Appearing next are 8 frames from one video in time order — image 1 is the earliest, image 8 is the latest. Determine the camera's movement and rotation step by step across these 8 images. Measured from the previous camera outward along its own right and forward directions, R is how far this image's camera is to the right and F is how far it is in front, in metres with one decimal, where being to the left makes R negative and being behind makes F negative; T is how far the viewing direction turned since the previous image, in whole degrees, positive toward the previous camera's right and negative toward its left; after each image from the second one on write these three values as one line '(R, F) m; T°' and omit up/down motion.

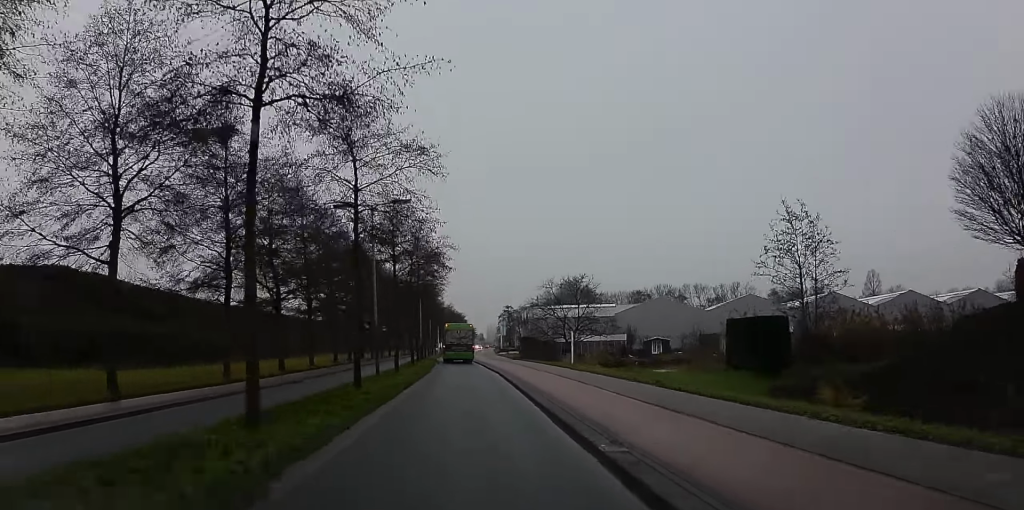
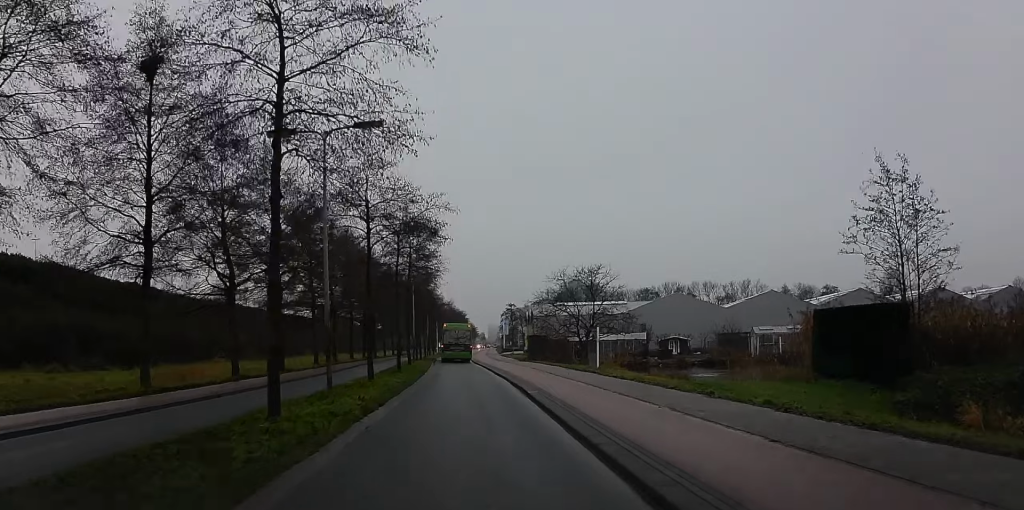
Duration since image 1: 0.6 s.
(-0.1, +9.0) m; 0°
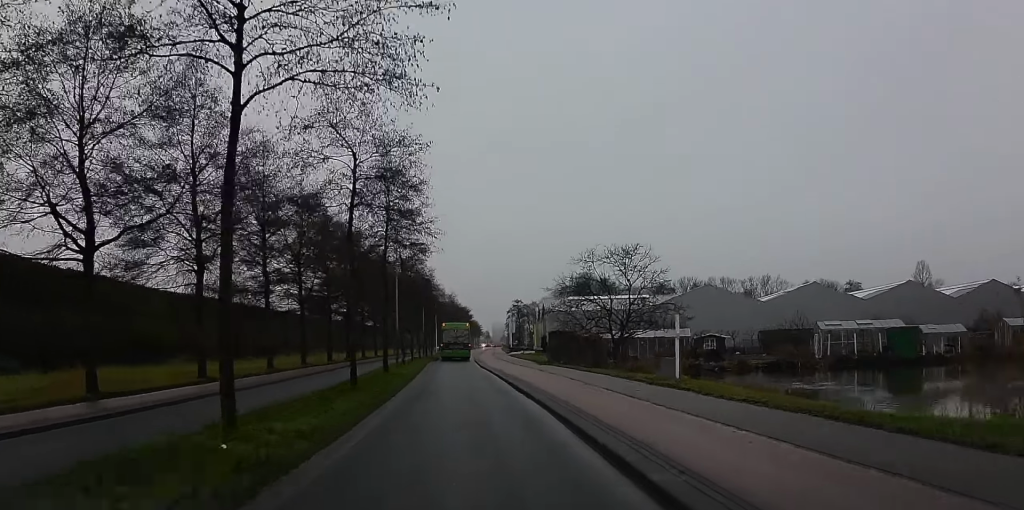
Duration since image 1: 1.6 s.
(+0.2, +14.0) m; +1°
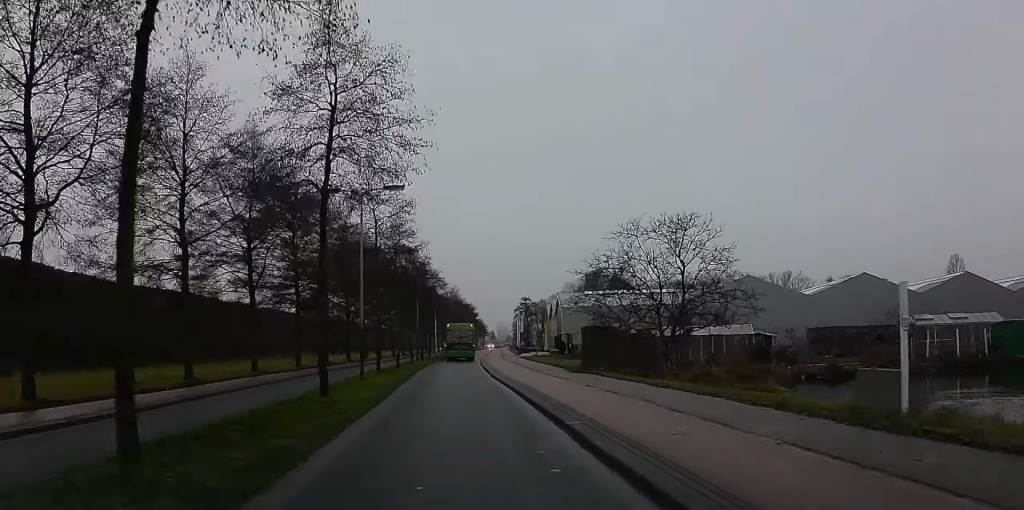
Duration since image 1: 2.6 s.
(0.0, +12.9) m; 0°
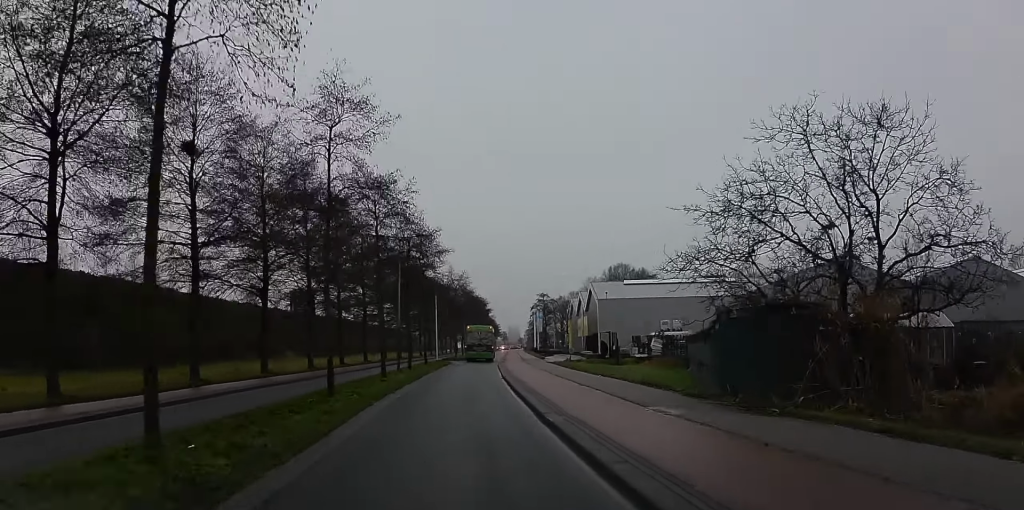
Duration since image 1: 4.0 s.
(-0.1, +20.3) m; -1°
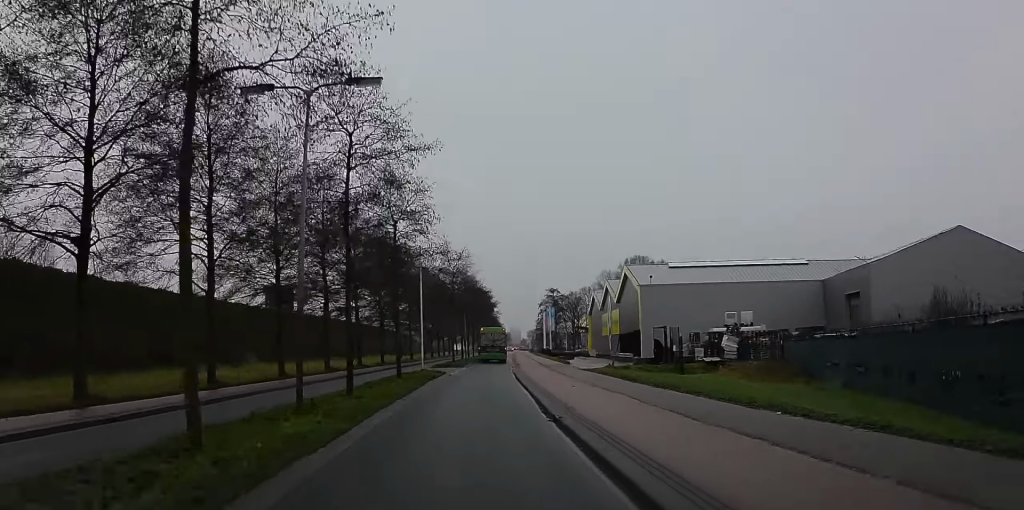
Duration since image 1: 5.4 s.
(-0.5, +19.2) m; -2°
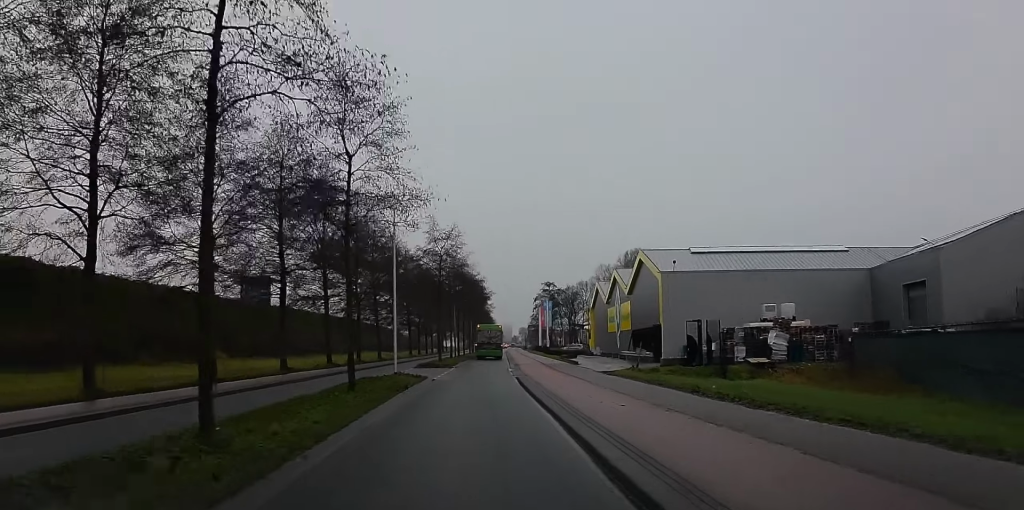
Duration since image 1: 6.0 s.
(-0.3, +9.7) m; 0°
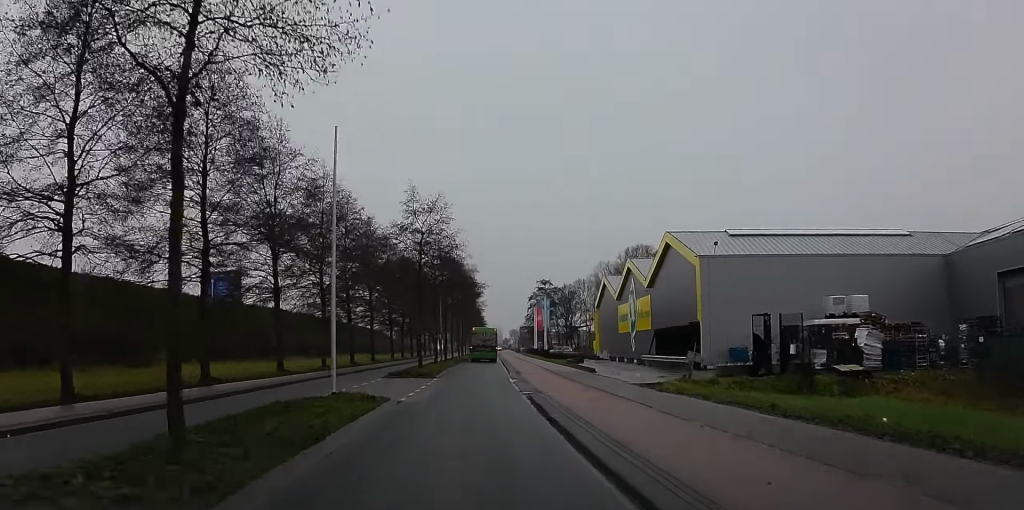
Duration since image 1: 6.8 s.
(+0.4, +10.8) m; +3°
